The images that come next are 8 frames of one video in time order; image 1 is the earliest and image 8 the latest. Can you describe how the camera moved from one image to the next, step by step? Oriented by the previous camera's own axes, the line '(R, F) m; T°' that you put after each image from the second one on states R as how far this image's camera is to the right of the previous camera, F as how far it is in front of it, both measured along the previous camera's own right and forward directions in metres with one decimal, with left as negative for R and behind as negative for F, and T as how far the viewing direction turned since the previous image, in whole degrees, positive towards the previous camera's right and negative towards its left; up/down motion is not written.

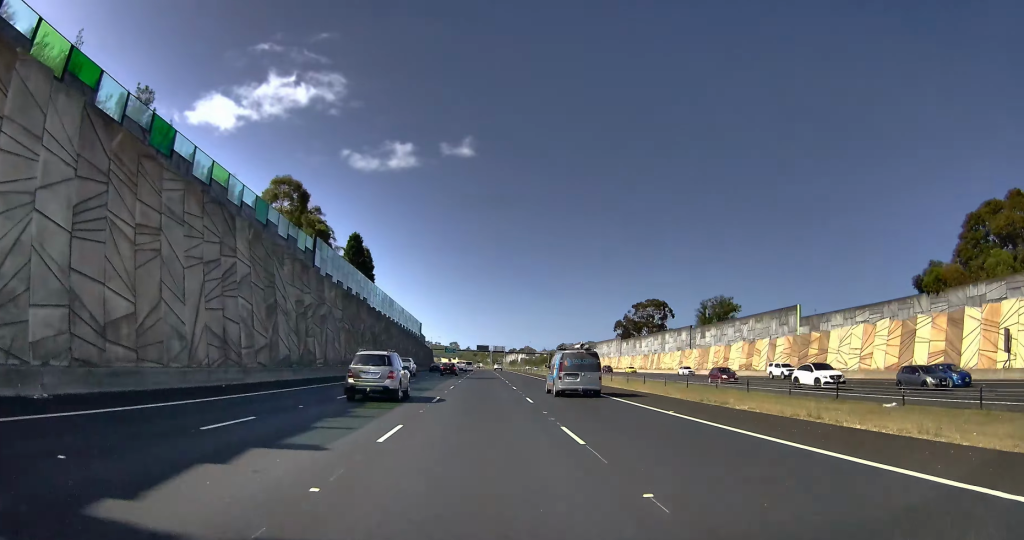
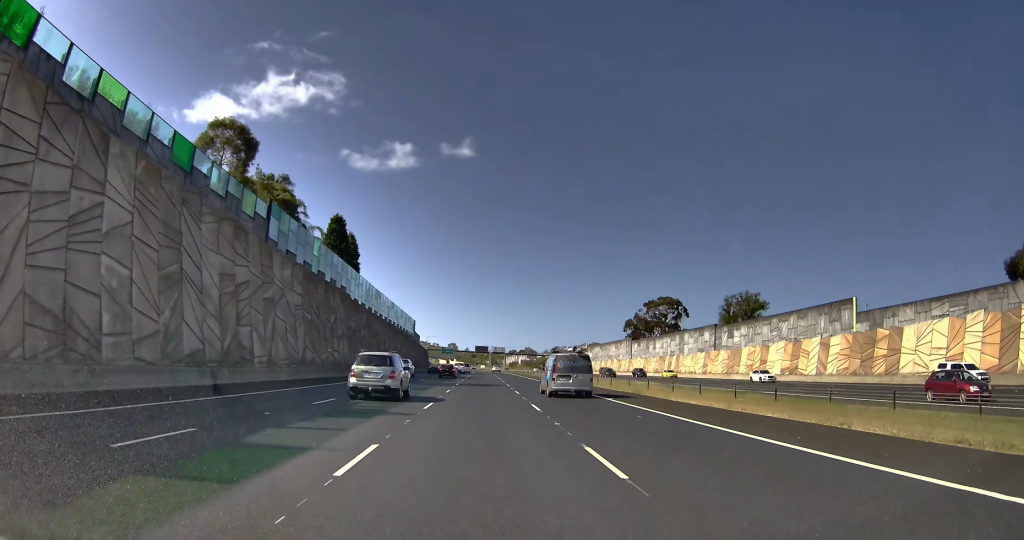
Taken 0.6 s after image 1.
(0.0, +15.4) m; 0°
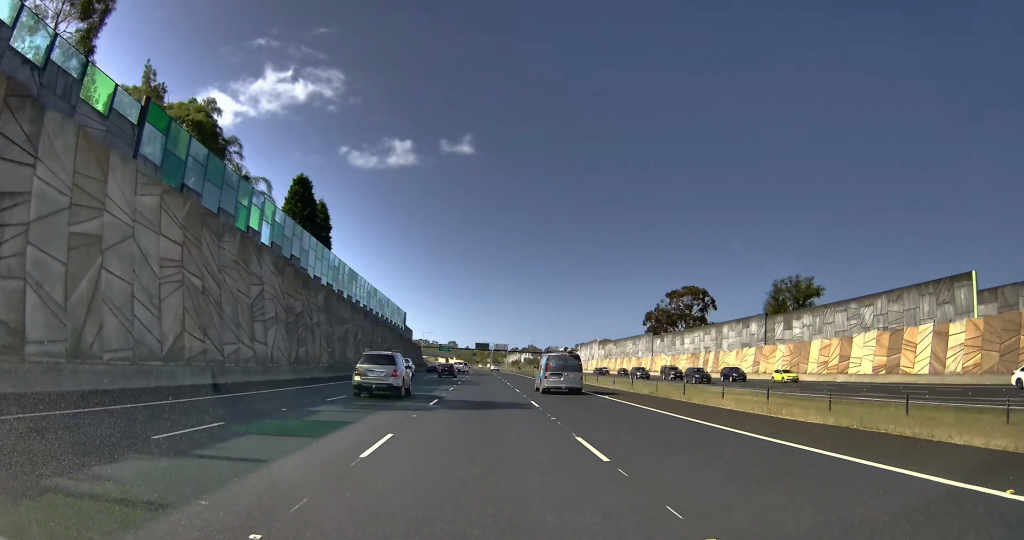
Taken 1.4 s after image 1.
(-0.3, +22.3) m; 0°
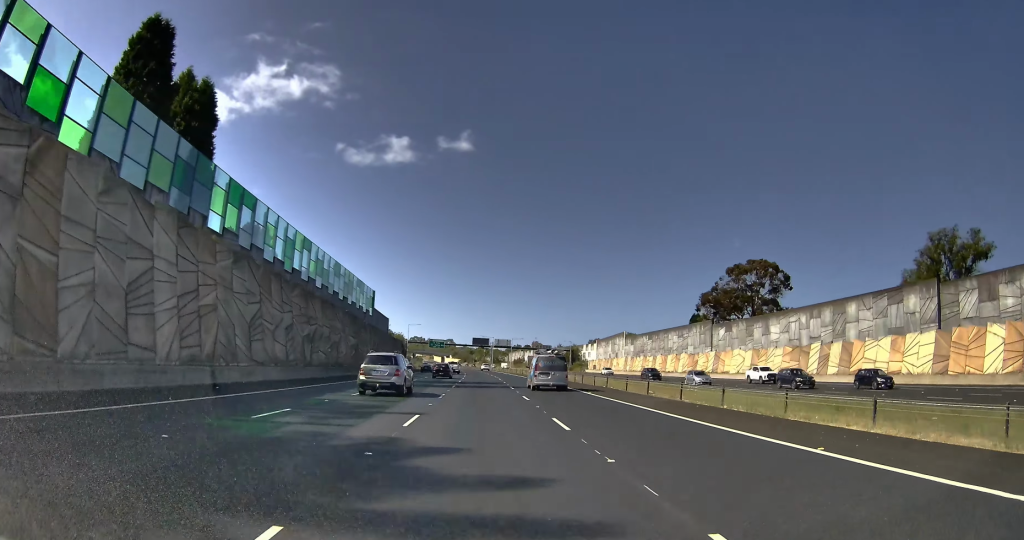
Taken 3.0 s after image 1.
(+1.0, +41.4) m; +1°
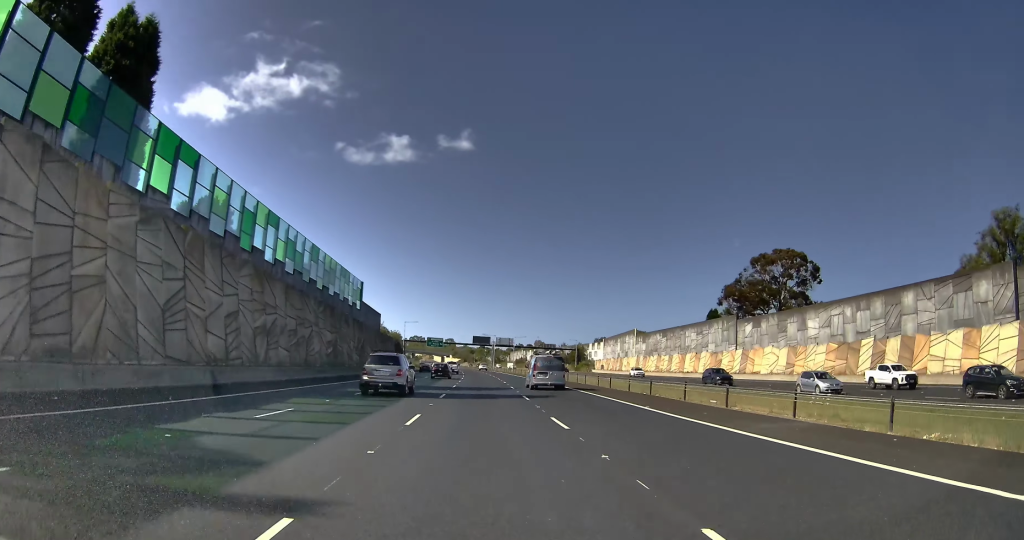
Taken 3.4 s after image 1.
(+0.2, +10.8) m; 0°
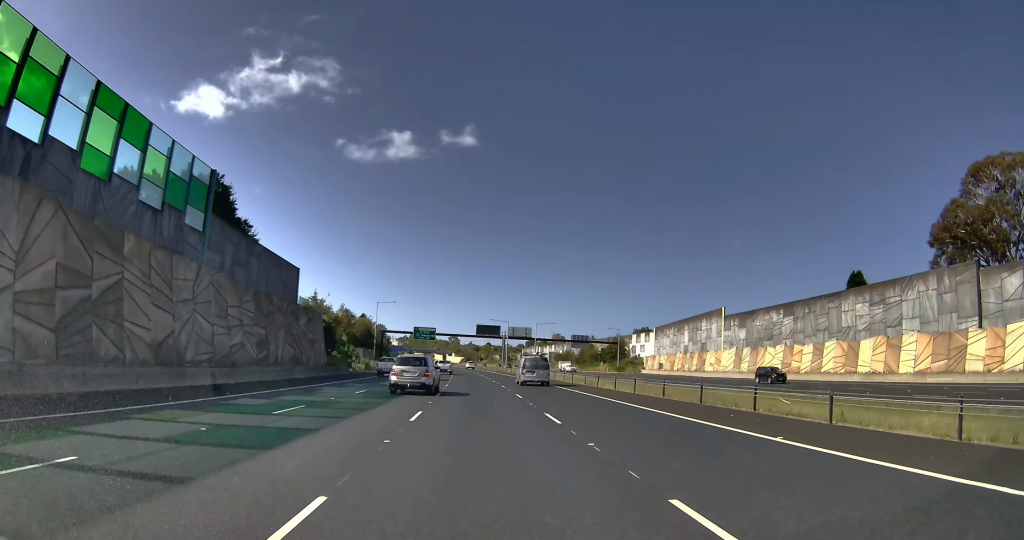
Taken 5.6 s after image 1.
(-1.2, +45.4) m; 0°
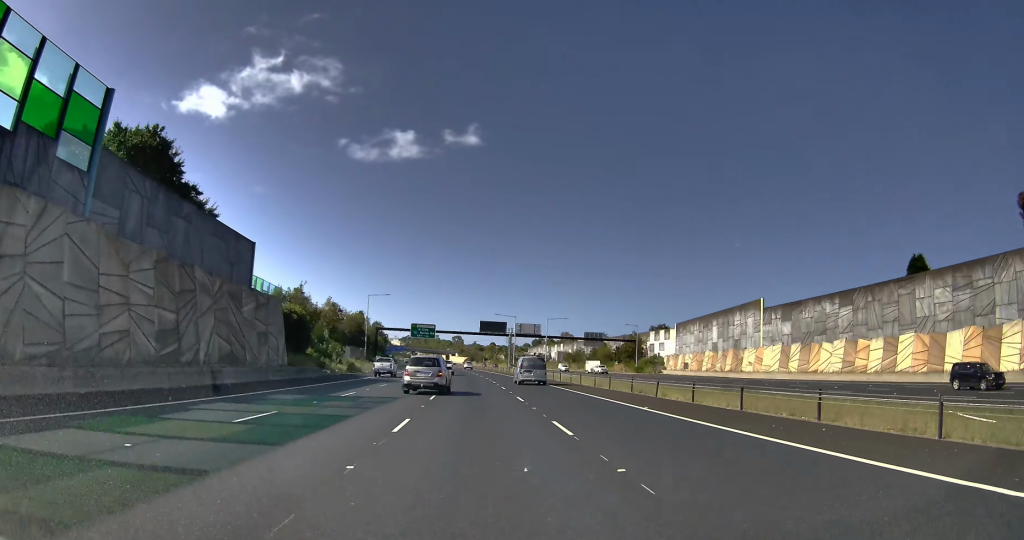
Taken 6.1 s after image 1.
(+0.1, +10.6) m; +1°
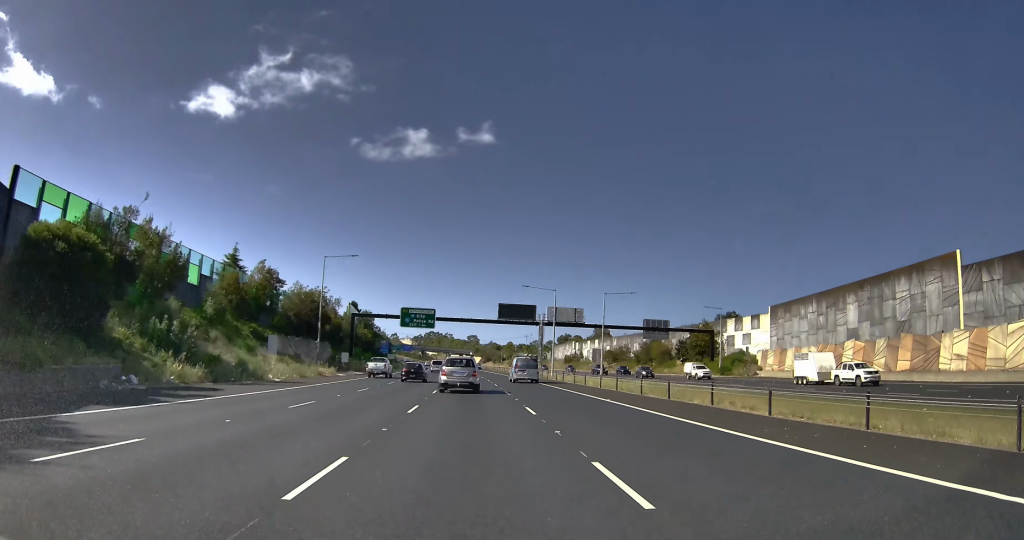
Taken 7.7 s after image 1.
(+0.5, +36.8) m; +1°
